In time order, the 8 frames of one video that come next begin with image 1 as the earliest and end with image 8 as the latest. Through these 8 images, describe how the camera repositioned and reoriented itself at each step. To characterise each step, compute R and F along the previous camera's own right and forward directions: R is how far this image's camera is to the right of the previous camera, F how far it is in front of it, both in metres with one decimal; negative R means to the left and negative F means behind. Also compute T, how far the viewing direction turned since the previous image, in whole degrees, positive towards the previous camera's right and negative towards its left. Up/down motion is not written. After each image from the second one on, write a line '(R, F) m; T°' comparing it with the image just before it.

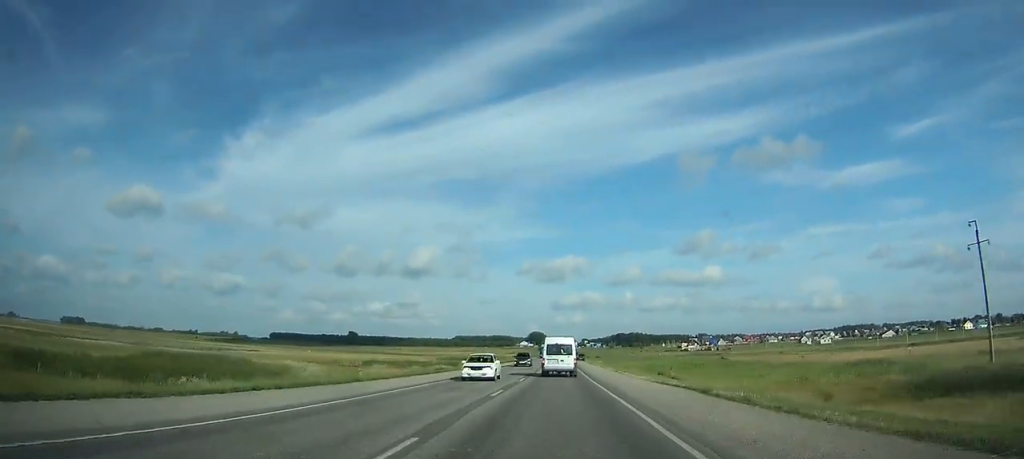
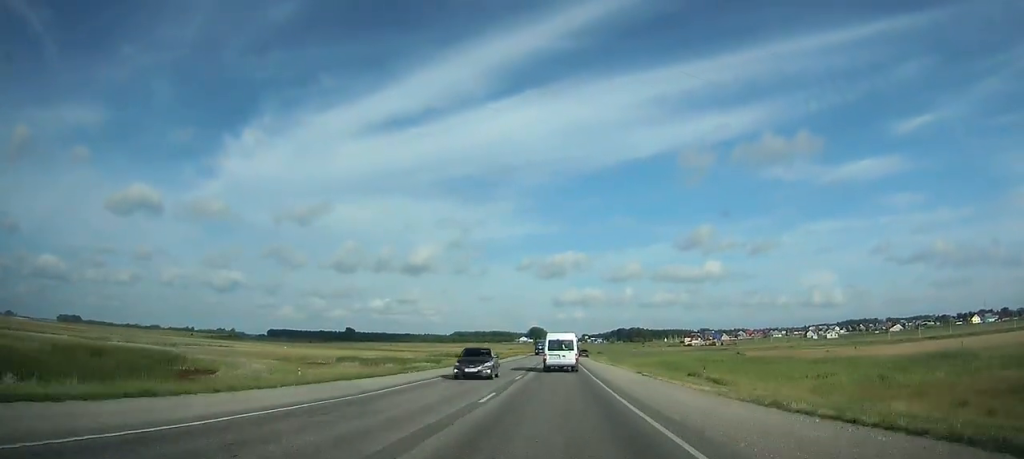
(0.0, +14.7) m; 0°
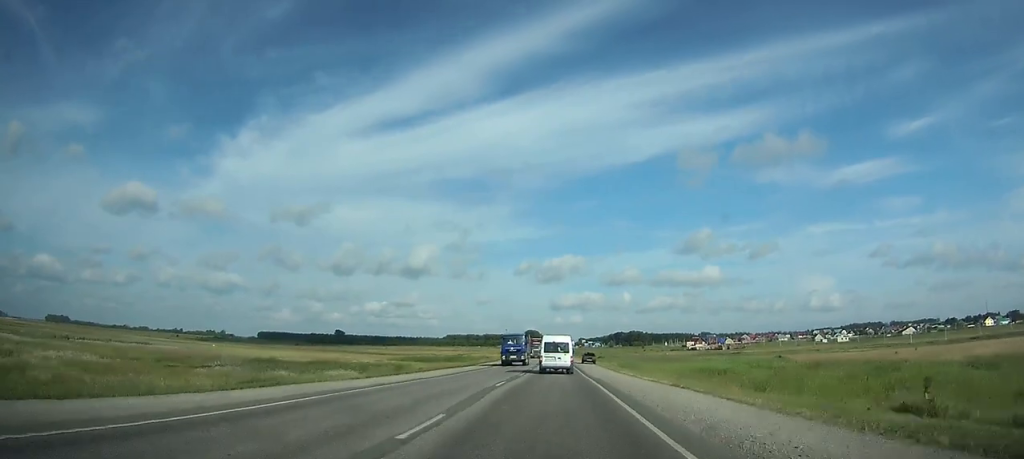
(0.0, +30.3) m; 0°
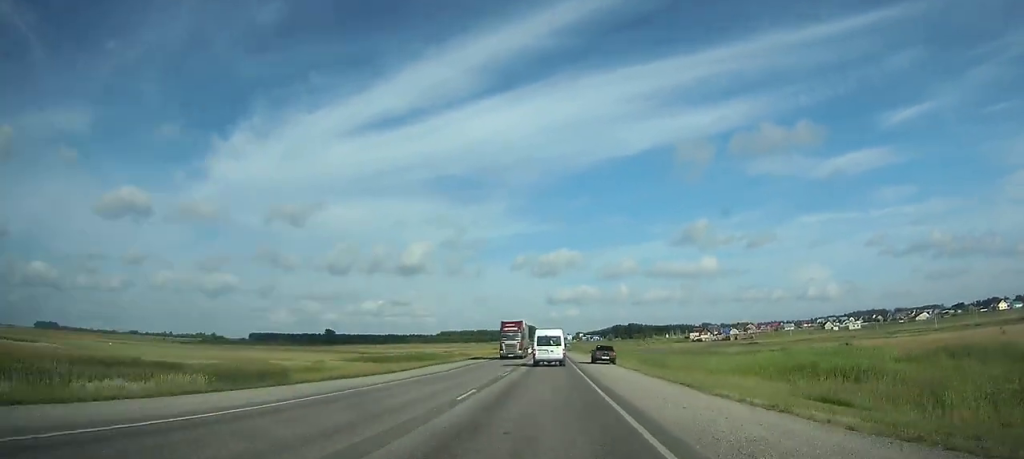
(0.0, +28.6) m; 0°
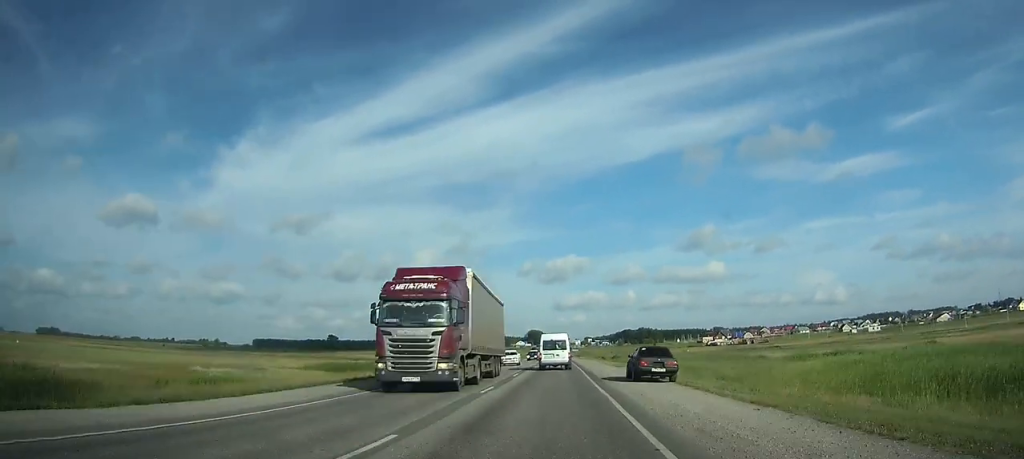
(-0.1, +20.0) m; 0°
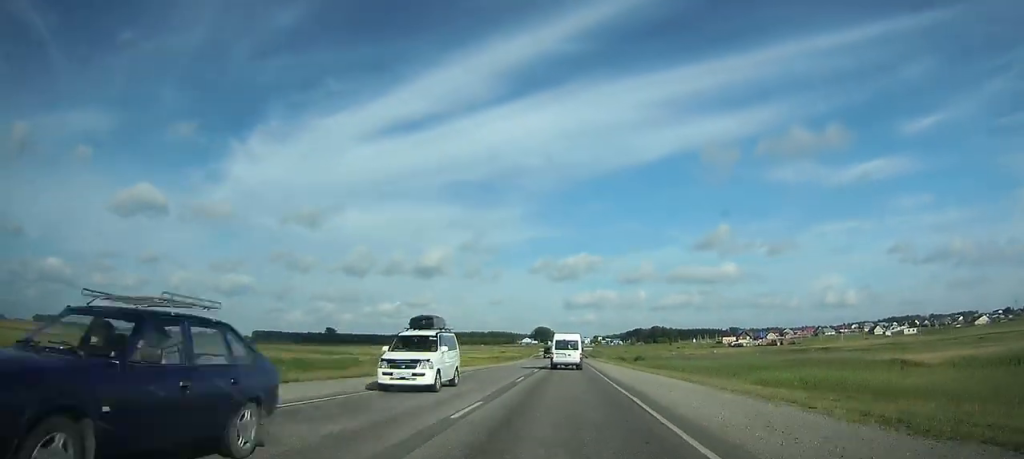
(-0.2, +44.1) m; 0°
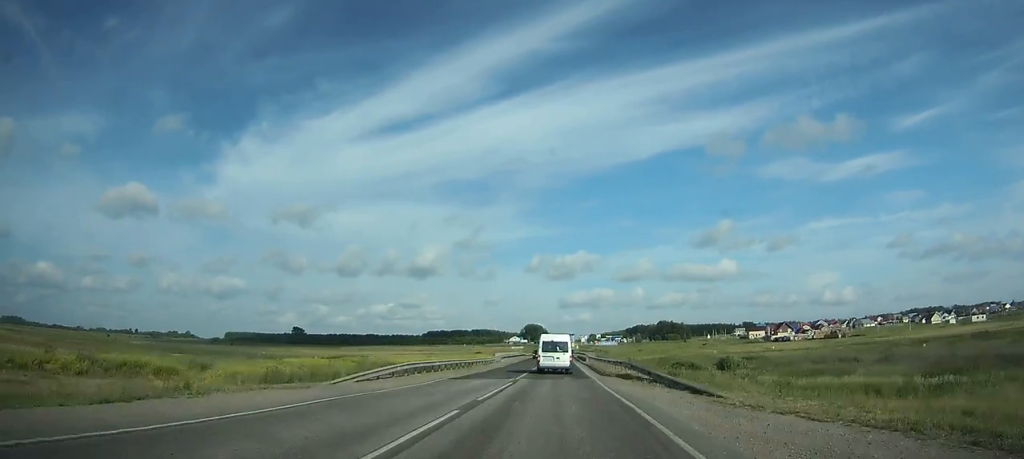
(+0.6, +92.8) m; 0°
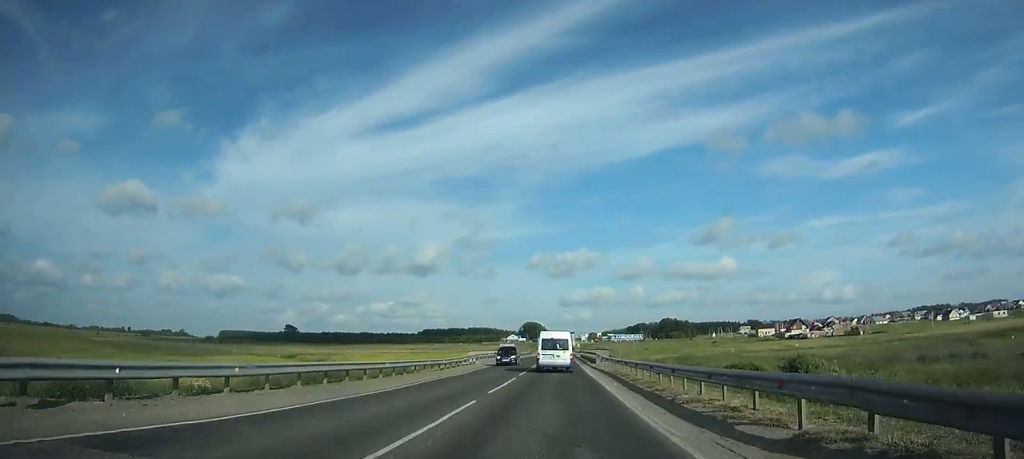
(0.0, +21.0) m; 0°
